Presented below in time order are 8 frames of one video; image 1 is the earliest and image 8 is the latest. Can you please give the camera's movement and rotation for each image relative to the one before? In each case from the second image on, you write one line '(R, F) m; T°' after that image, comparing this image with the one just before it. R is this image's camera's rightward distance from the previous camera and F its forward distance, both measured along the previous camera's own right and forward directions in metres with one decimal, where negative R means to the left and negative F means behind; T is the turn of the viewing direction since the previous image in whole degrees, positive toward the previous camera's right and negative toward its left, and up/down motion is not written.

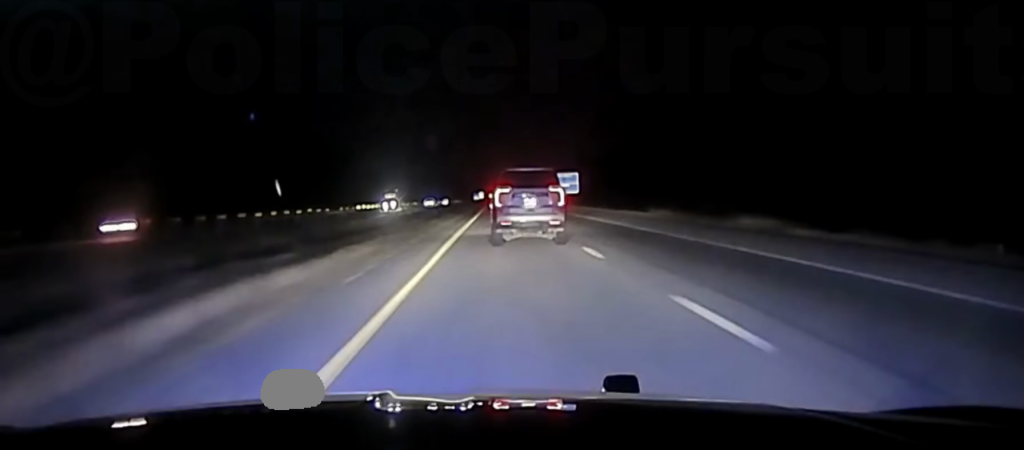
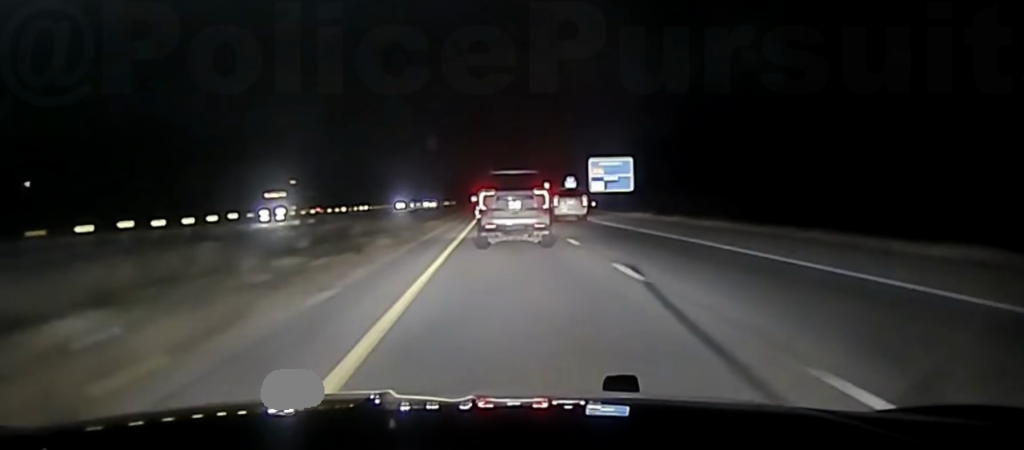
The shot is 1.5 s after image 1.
(0.0, +76.9) m; 0°
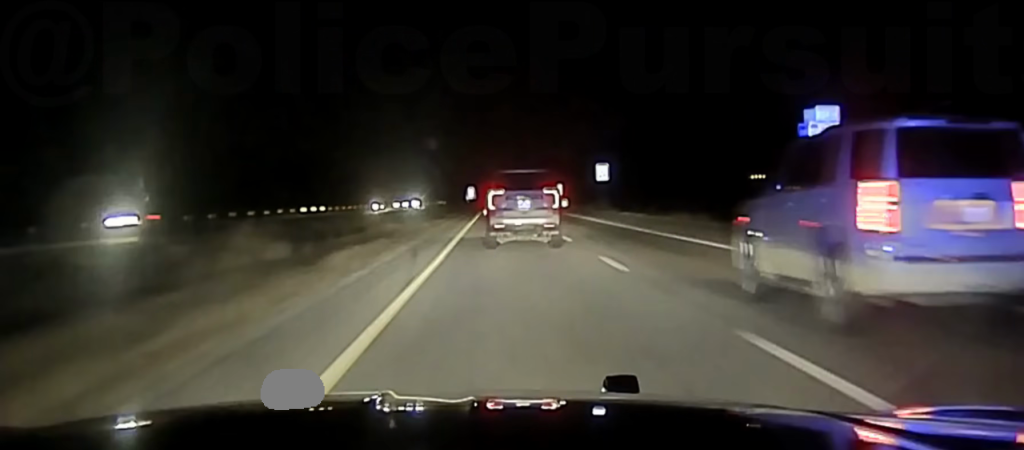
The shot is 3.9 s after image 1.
(+1.0, +120.4) m; 0°
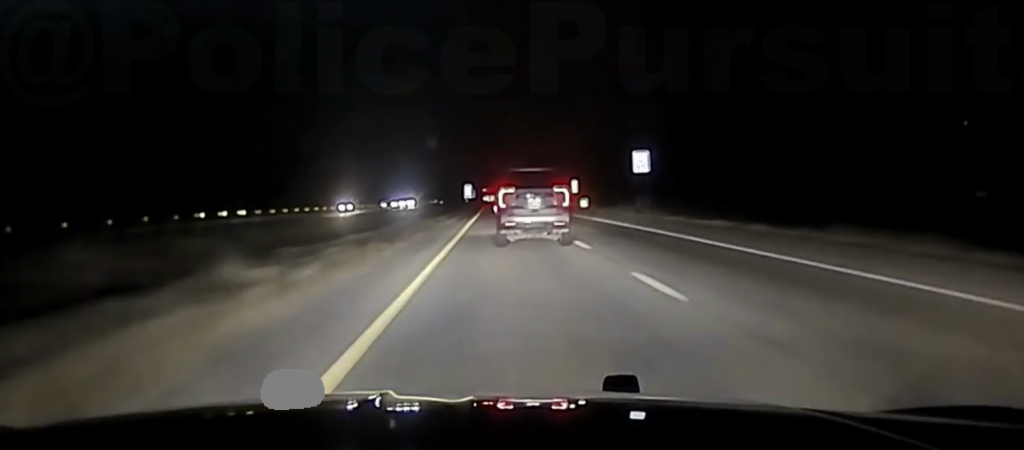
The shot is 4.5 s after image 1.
(-0.2, +29.7) m; 0°
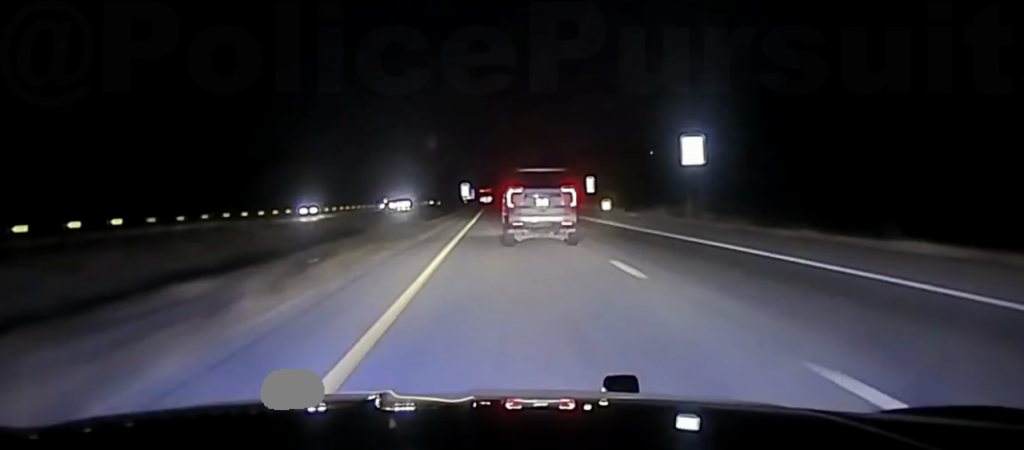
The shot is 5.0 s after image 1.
(0.0, +21.3) m; 0°
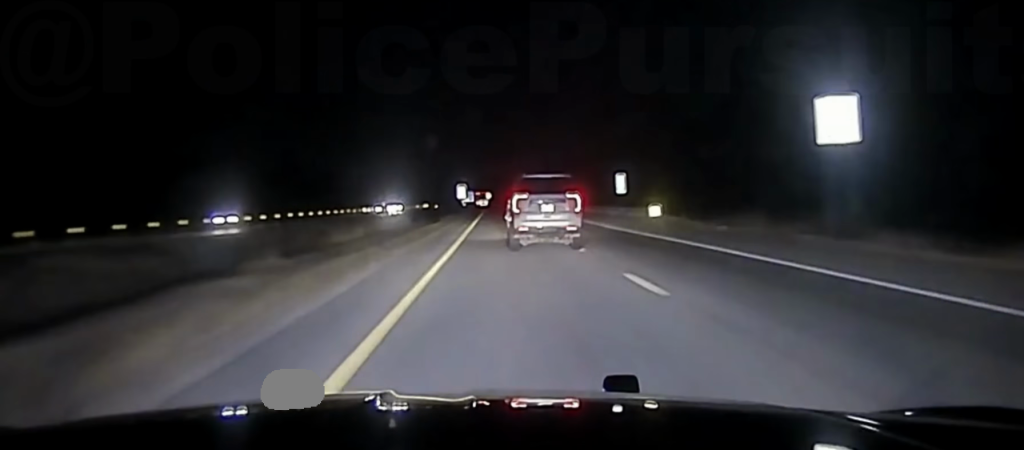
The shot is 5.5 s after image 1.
(-0.1, +26.2) m; 0°
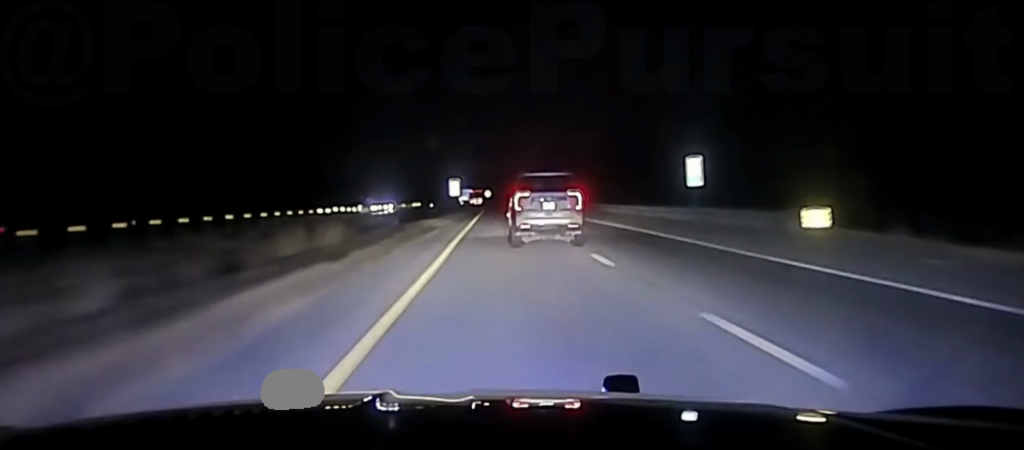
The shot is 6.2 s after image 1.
(+0.3, +34.5) m; 0°
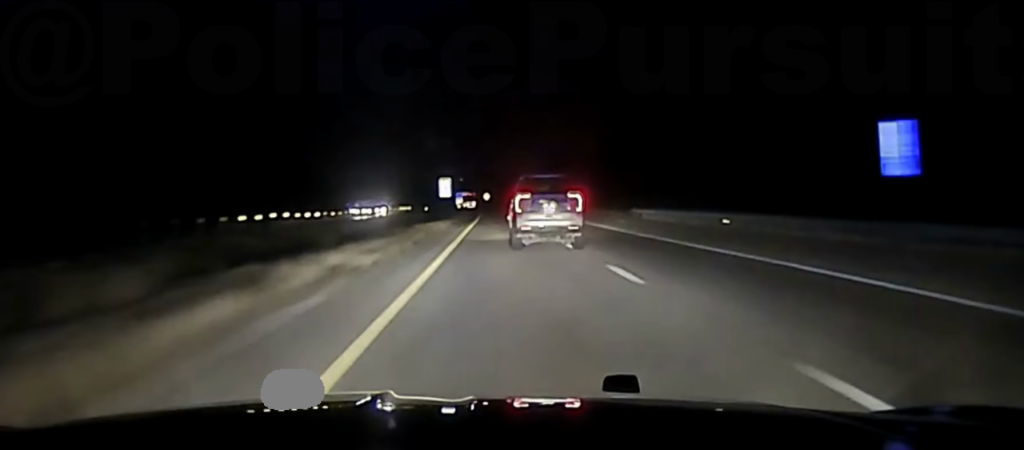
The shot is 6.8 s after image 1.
(0.0, +28.1) m; 0°
